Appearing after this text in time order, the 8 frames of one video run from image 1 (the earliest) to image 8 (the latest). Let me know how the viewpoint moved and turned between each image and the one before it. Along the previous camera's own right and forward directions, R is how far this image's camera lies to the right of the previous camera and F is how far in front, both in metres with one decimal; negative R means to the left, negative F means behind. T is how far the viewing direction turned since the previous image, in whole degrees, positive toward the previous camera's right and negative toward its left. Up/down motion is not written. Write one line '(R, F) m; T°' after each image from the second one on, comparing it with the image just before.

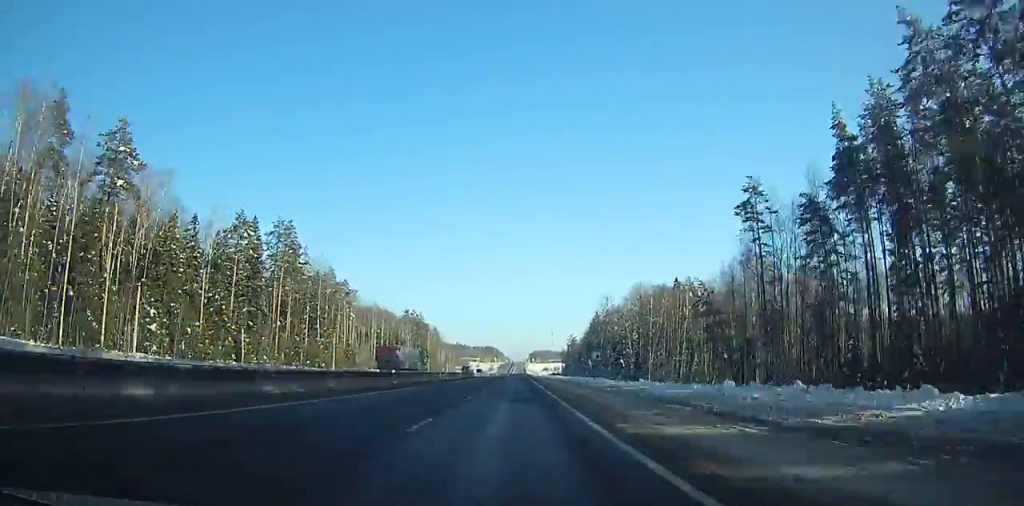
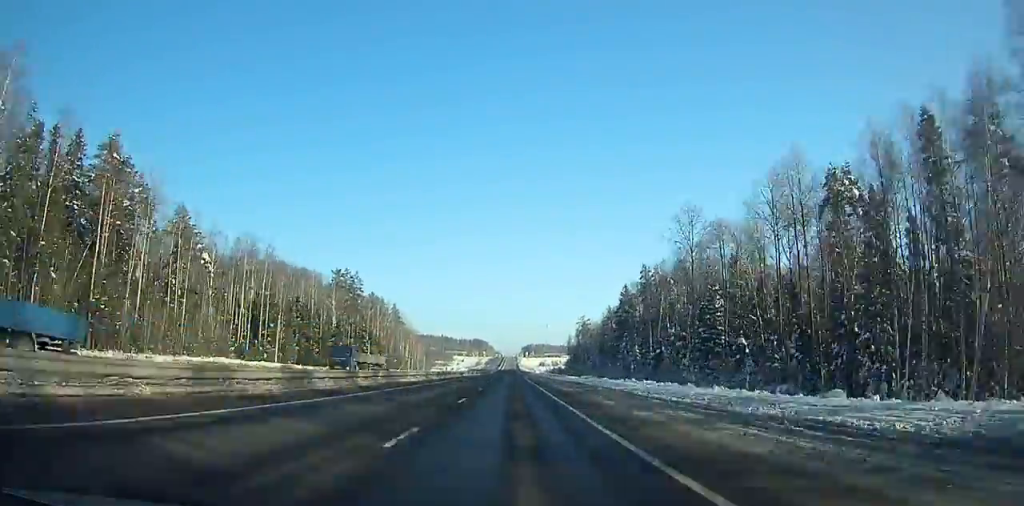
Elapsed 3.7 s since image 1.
(+1.0, +98.3) m; 0°
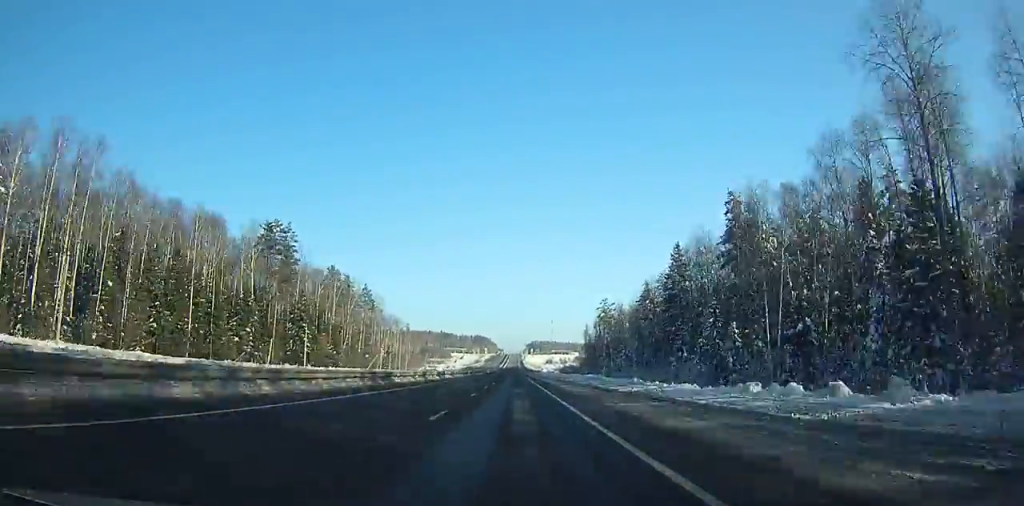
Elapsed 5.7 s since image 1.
(-0.1, +54.1) m; 0°
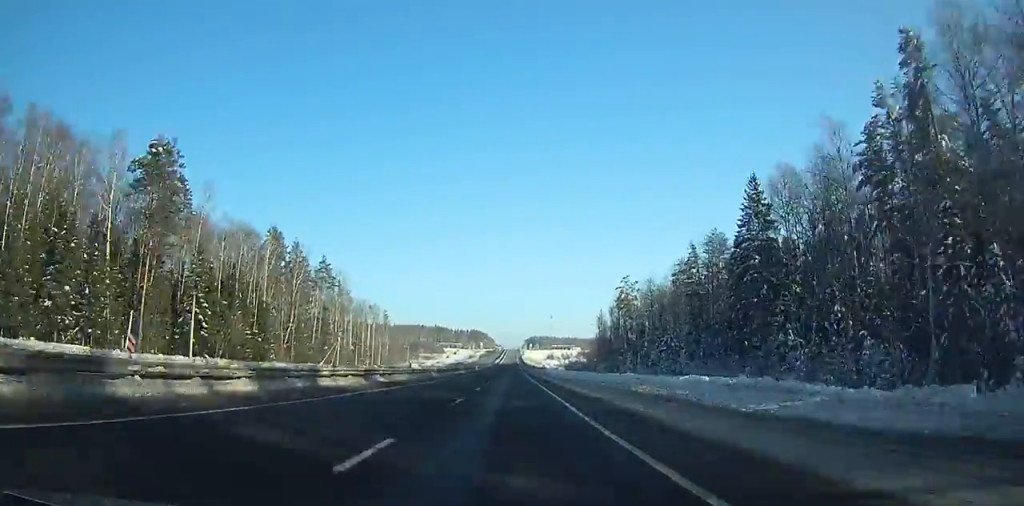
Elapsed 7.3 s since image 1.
(-0.4, +43.6) m; 0°
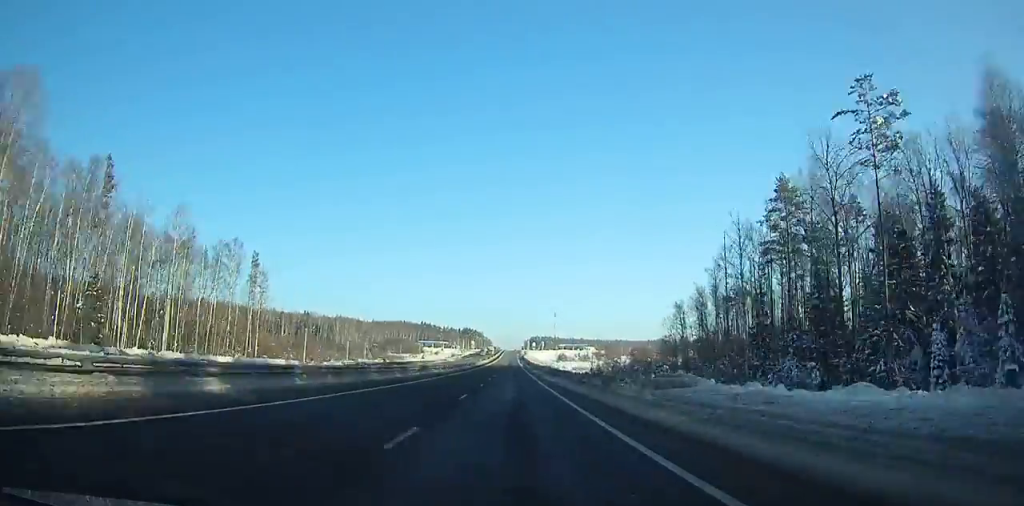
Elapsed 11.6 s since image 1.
(+0.7, +117.6) m; +1°
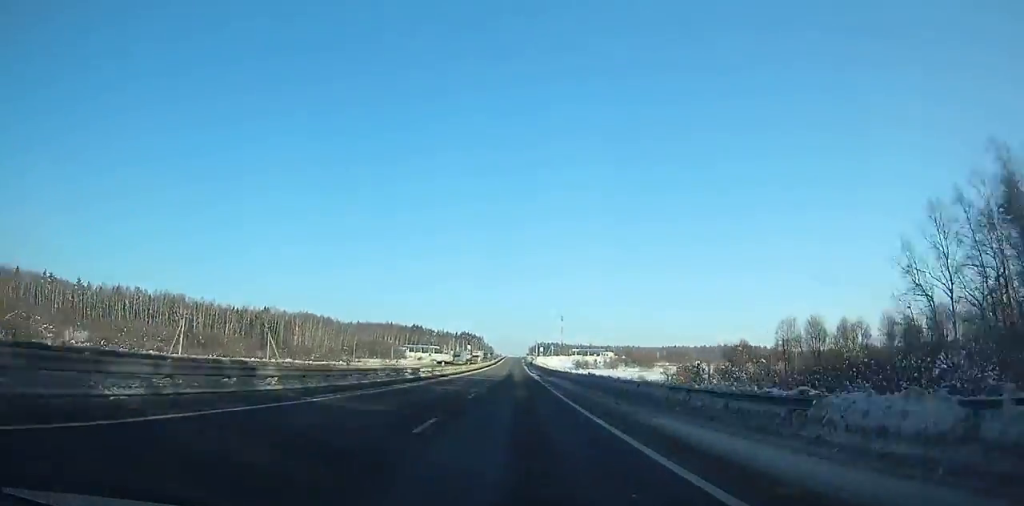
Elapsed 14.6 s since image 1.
(0.0, +81.4) m; 0°
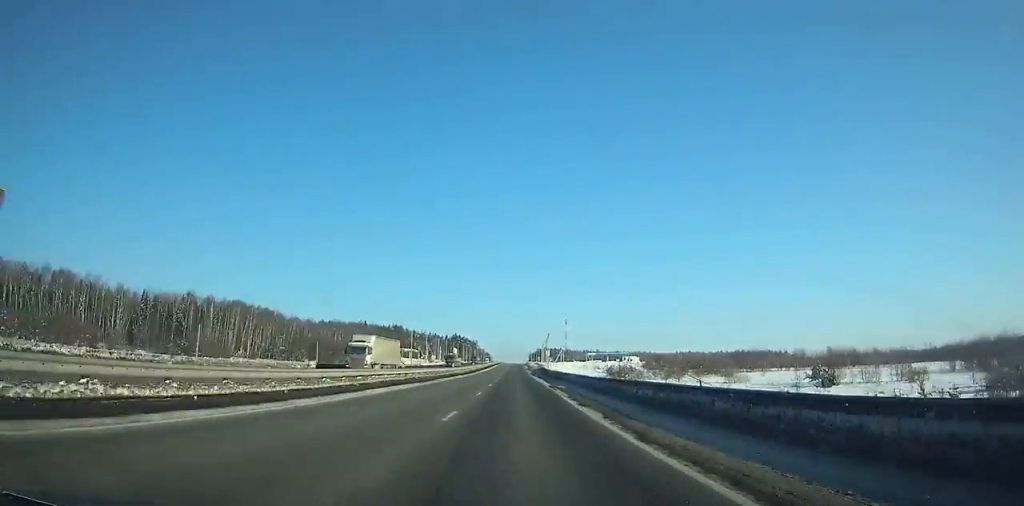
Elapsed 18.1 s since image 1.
(-0.5, +92.9) m; 0°
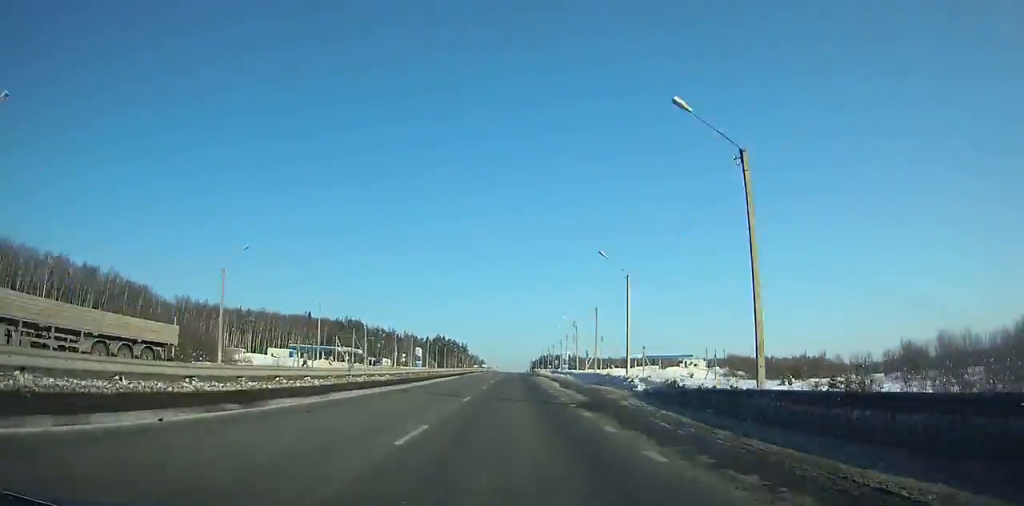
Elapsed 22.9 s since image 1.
(-0.2, +122.6) m; 0°
